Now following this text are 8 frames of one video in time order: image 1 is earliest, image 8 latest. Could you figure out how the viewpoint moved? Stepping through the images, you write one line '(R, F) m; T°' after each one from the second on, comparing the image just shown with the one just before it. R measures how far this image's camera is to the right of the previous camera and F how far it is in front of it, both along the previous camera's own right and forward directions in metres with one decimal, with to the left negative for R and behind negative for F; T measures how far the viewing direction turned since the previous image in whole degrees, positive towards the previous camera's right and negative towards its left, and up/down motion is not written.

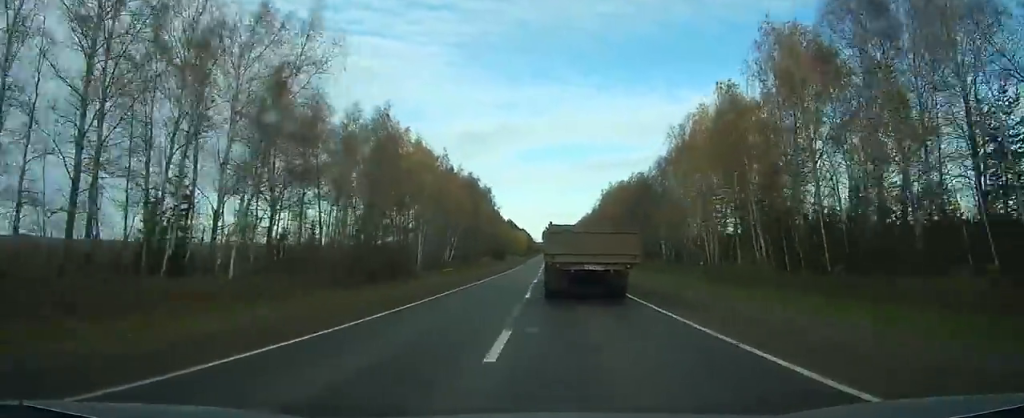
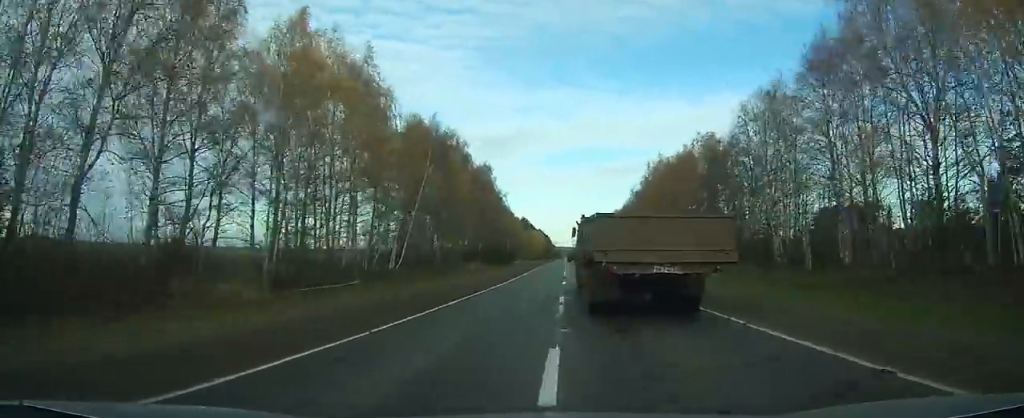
(0.0, +48.4) m; 0°
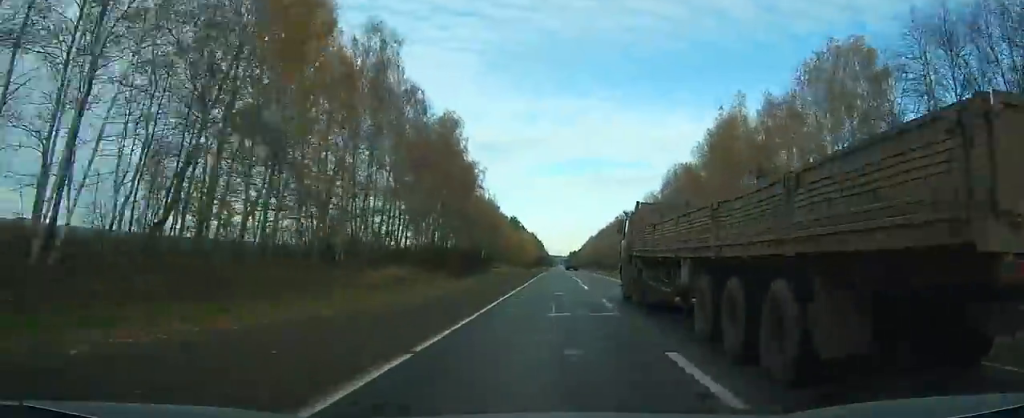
(-0.1, +46.2) m; 0°
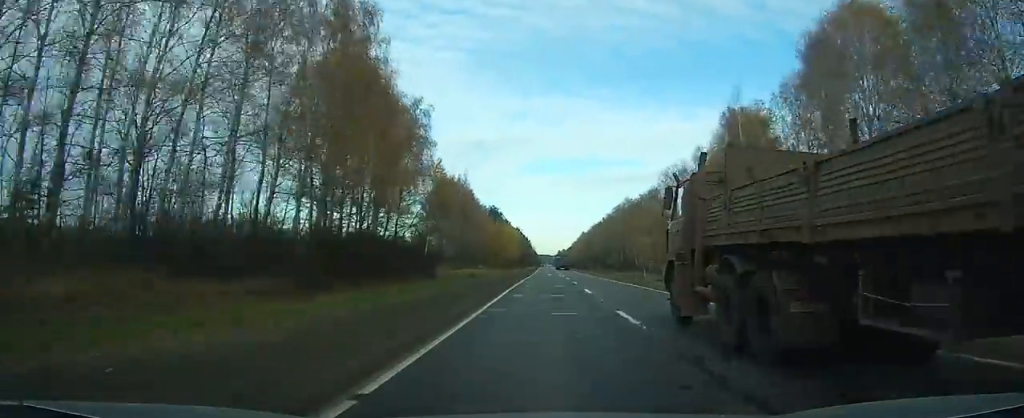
(-0.3, +39.6) m; 0°
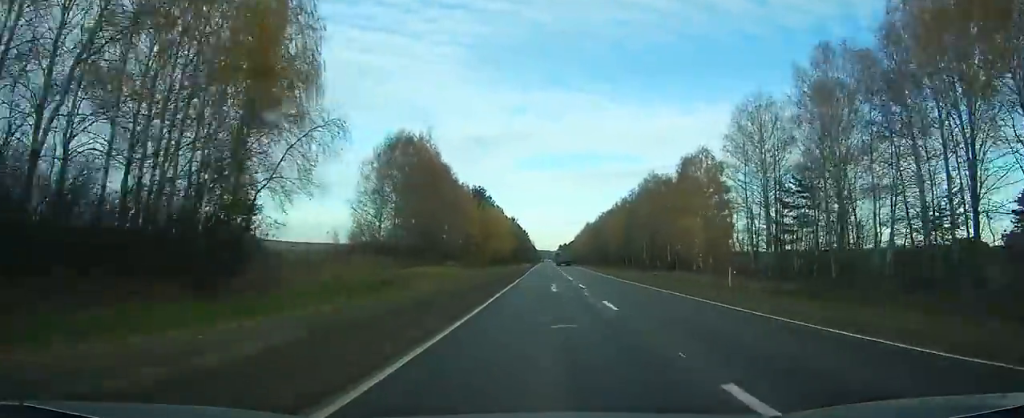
(+0.1, +43.9) m; 0°
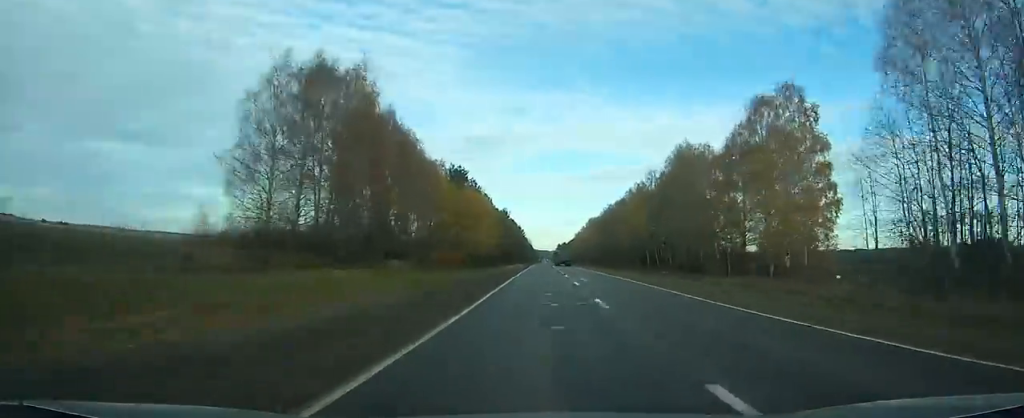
(+0.1, +35.4) m; 0°
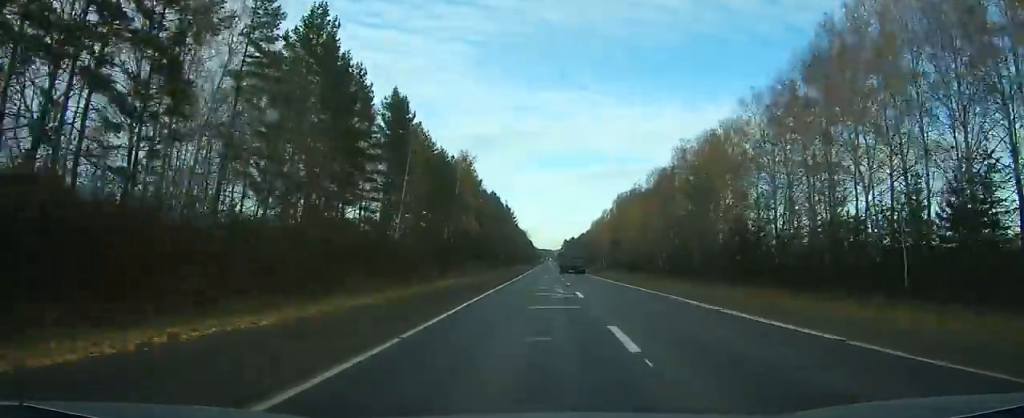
(+0.3, +113.4) m; 0°
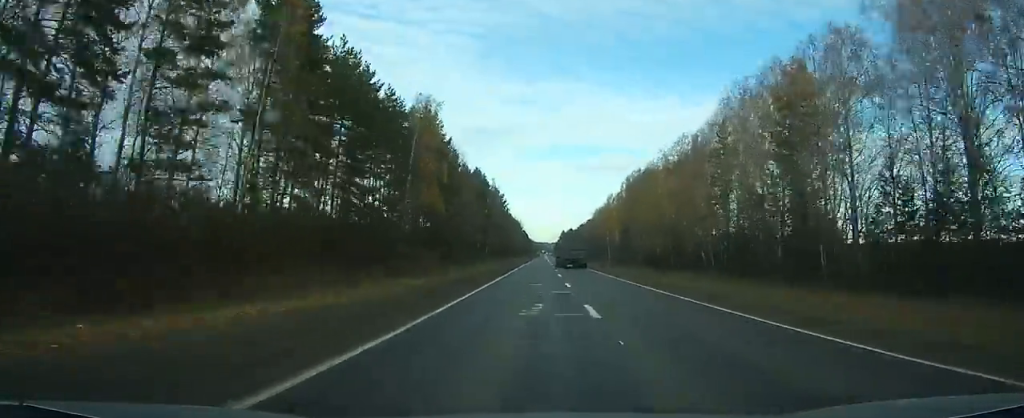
(-0.1, +31.7) m; 0°
